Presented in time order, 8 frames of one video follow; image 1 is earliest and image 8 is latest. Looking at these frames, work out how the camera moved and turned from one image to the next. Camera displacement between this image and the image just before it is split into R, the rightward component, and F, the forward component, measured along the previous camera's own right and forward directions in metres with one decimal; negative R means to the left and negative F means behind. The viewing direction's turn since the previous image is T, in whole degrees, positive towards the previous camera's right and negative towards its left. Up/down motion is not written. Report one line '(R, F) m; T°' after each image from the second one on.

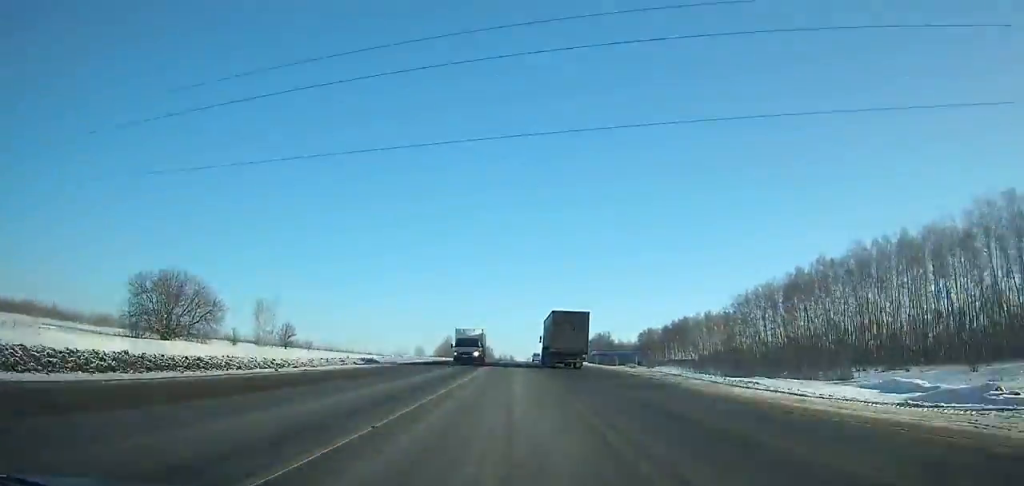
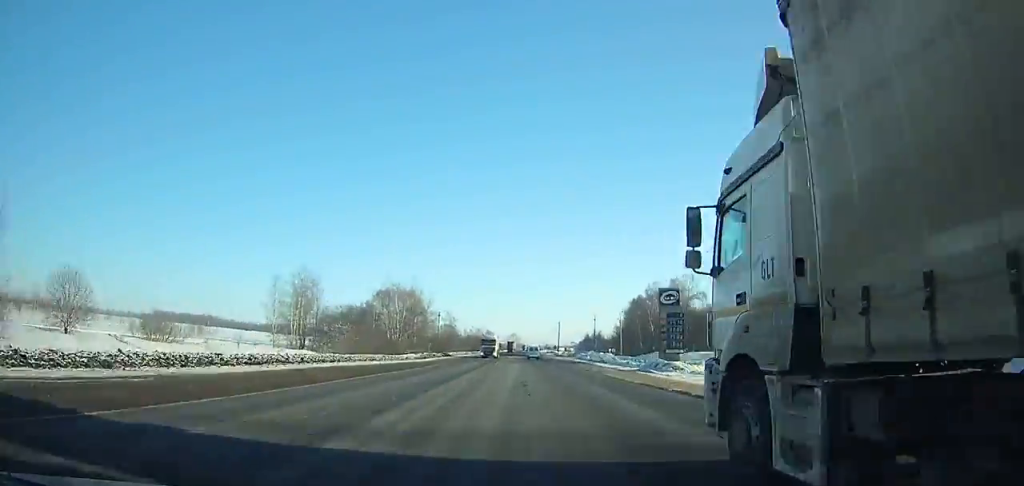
(+0.8, +164.6) m; +1°
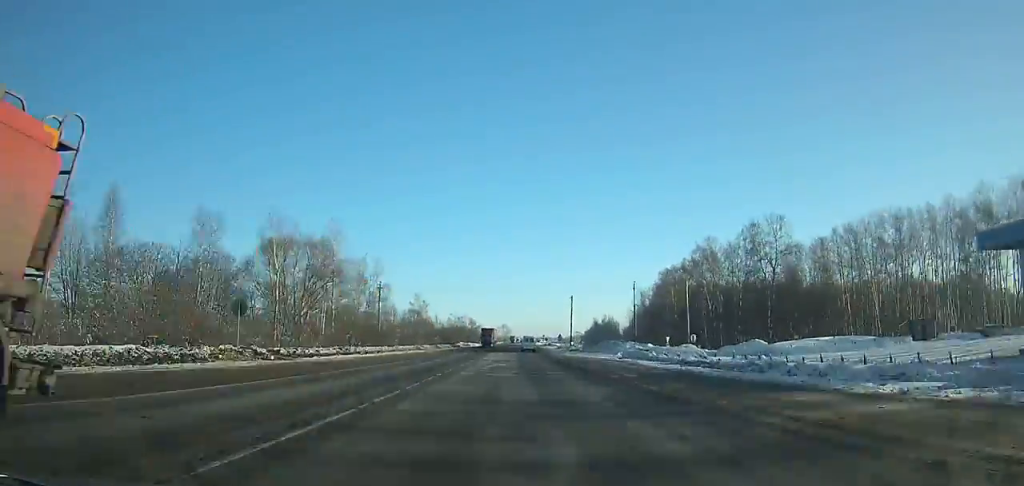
(+0.4, +52.0) m; +1°
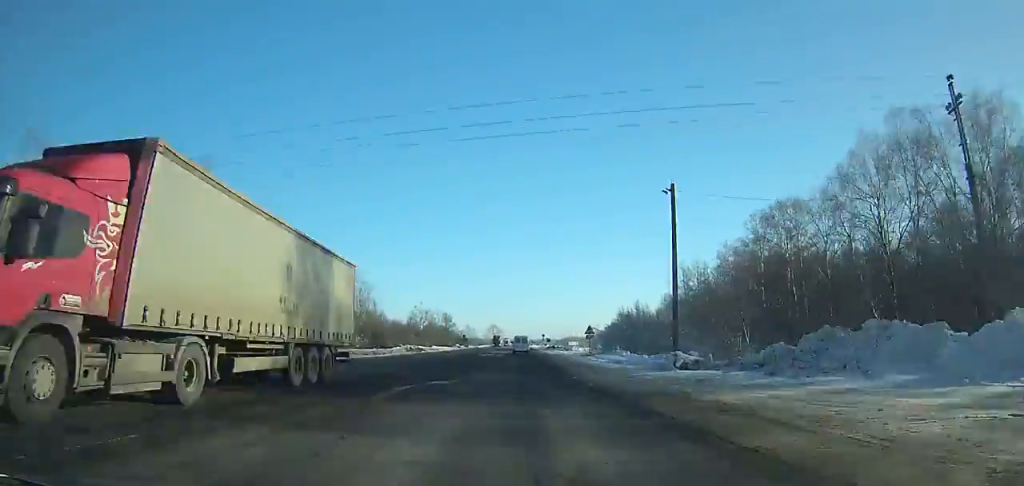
(+0.6, +59.8) m; +1°
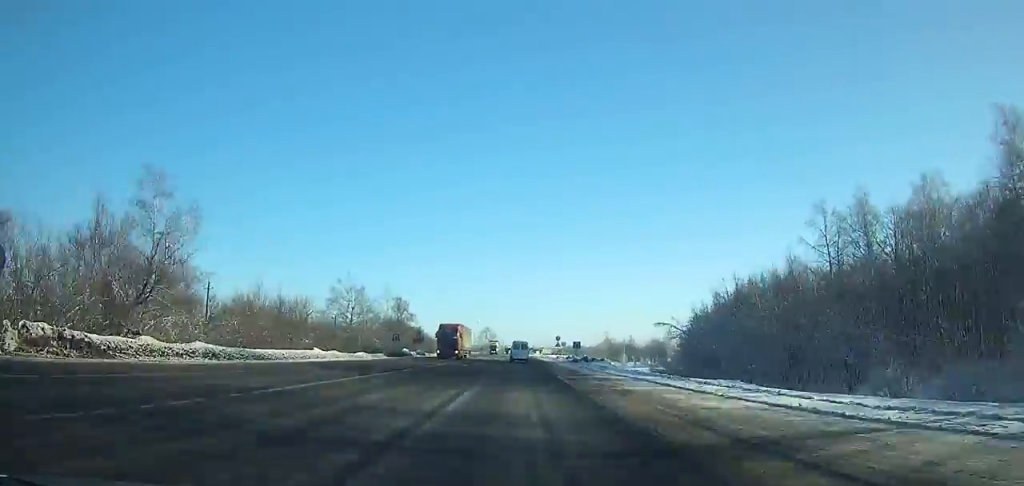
(+0.2, +70.8) m; 0°
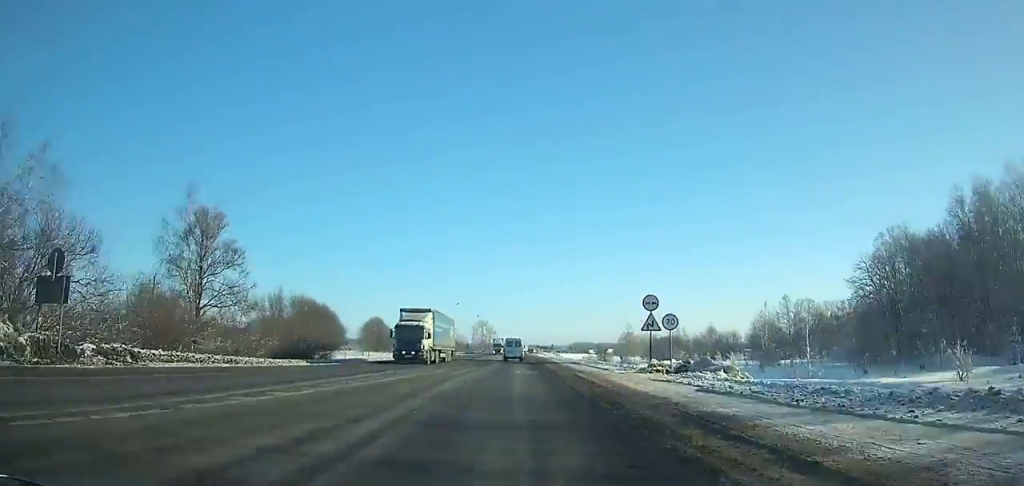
(-0.1, +73.1) m; -1°
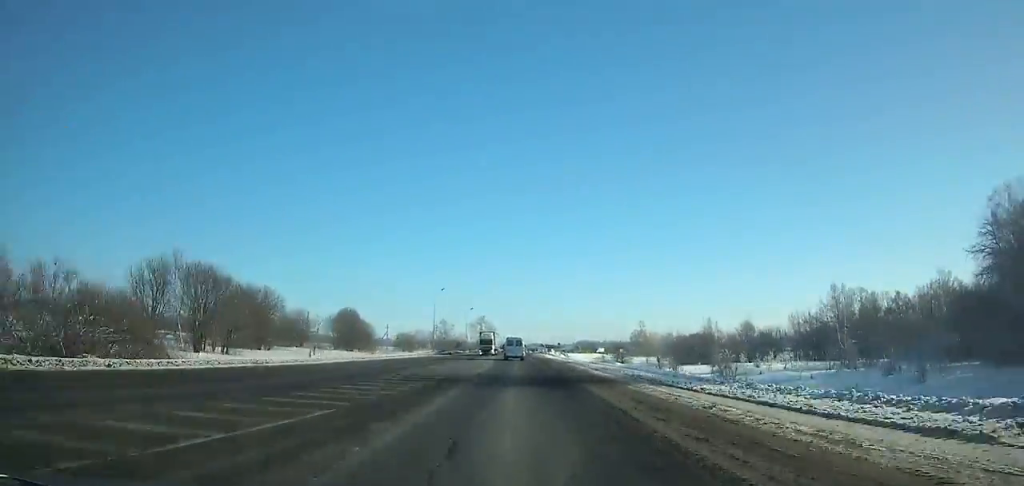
(-0.1, +28.3) m; 0°
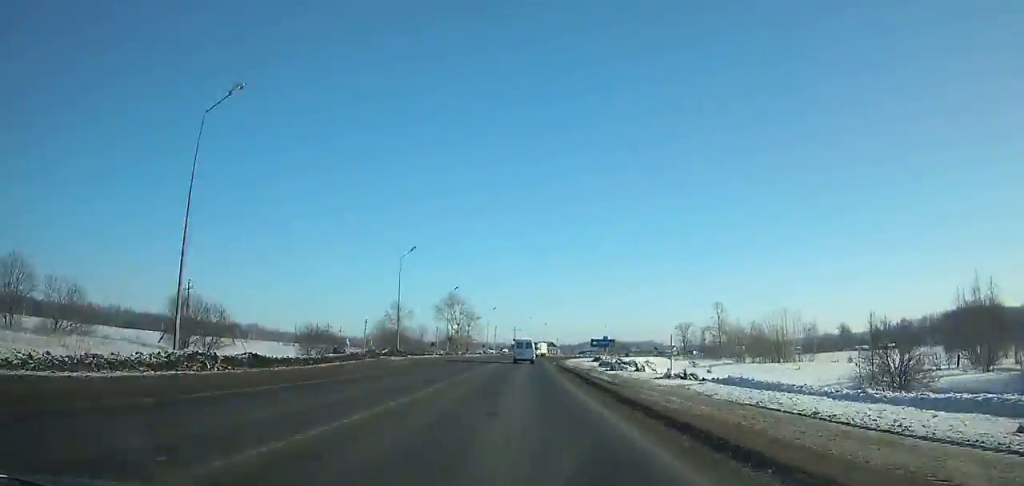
(+0.1, +121.6) m; +2°
